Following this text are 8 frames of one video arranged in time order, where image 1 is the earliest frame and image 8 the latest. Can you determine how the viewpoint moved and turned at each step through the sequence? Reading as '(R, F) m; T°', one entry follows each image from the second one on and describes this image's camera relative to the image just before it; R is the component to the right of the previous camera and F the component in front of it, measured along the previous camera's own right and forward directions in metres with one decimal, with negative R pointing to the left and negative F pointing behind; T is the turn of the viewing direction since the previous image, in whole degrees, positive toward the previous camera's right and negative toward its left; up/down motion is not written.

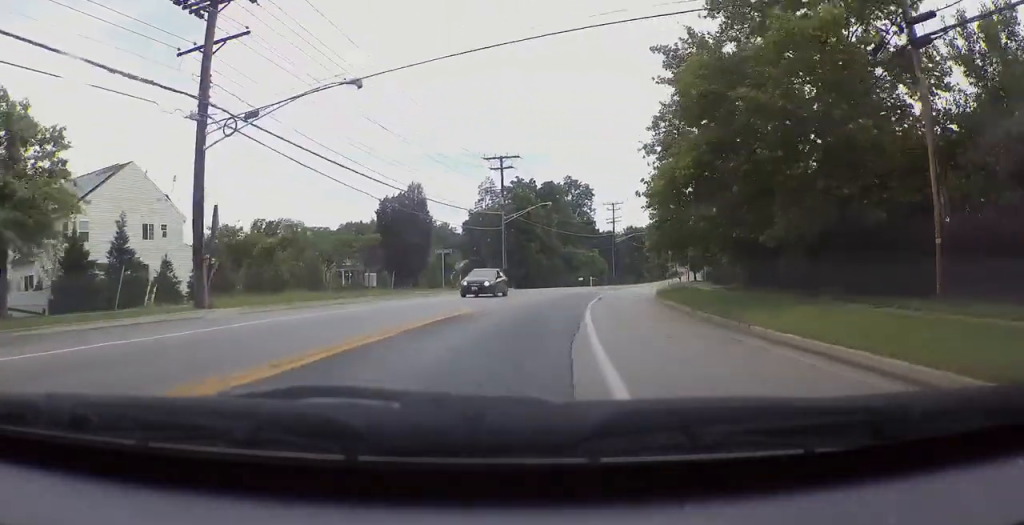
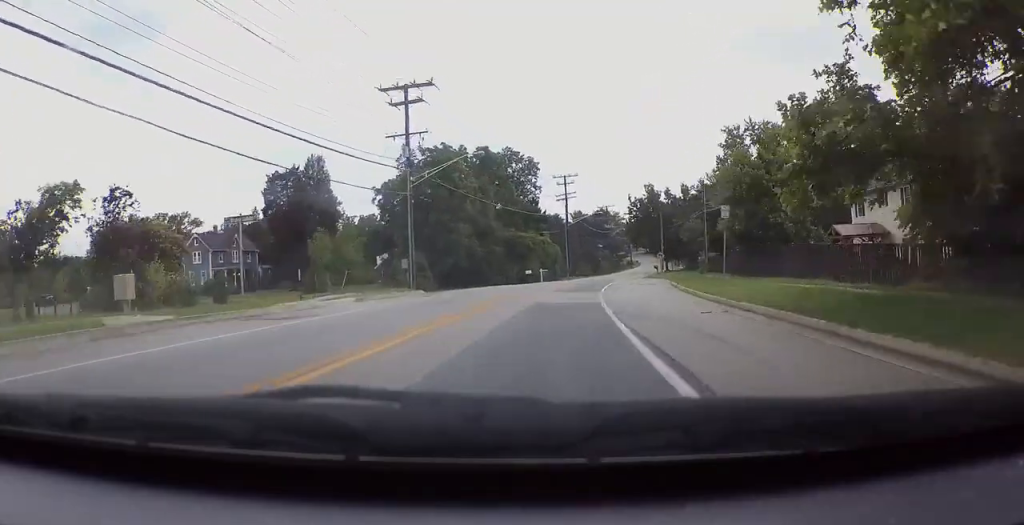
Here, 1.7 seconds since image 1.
(0.0, +22.8) m; 0°
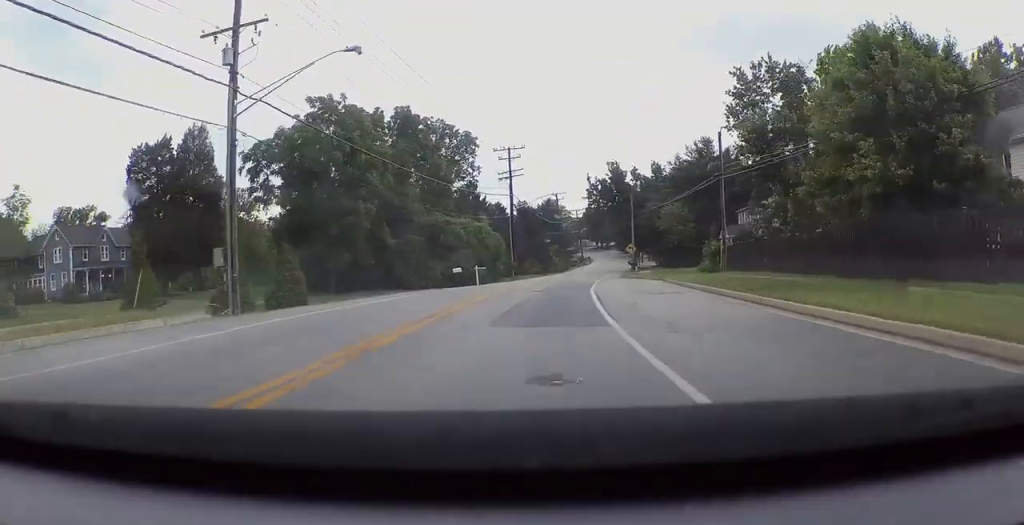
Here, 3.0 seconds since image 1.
(0.0, +19.8) m; 0°
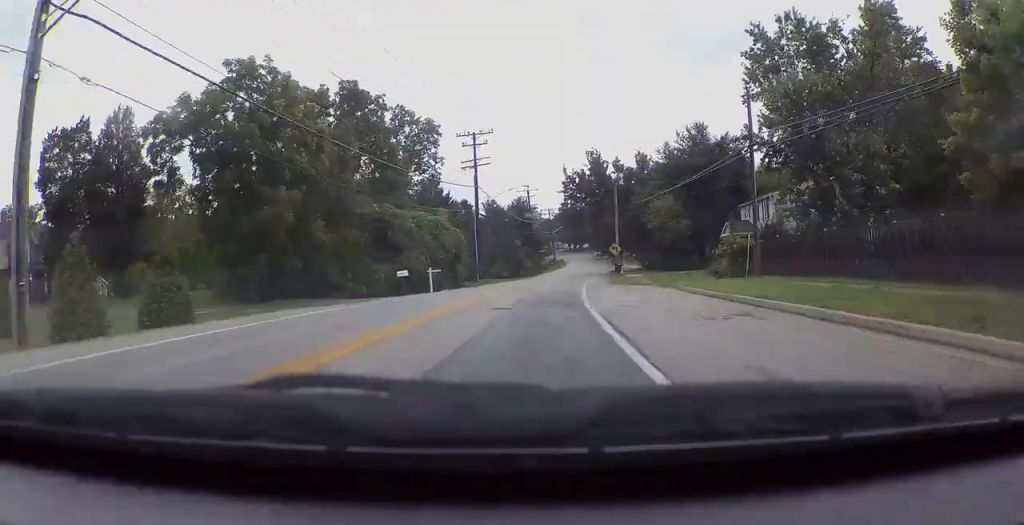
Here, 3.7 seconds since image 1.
(0.0, +10.0) m; 0°
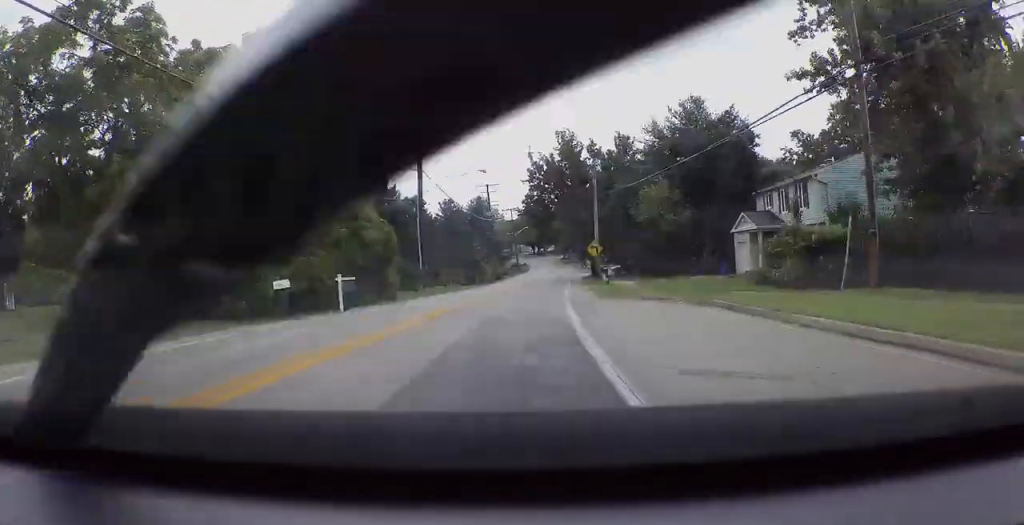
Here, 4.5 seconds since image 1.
(0.0, +13.0) m; 0°
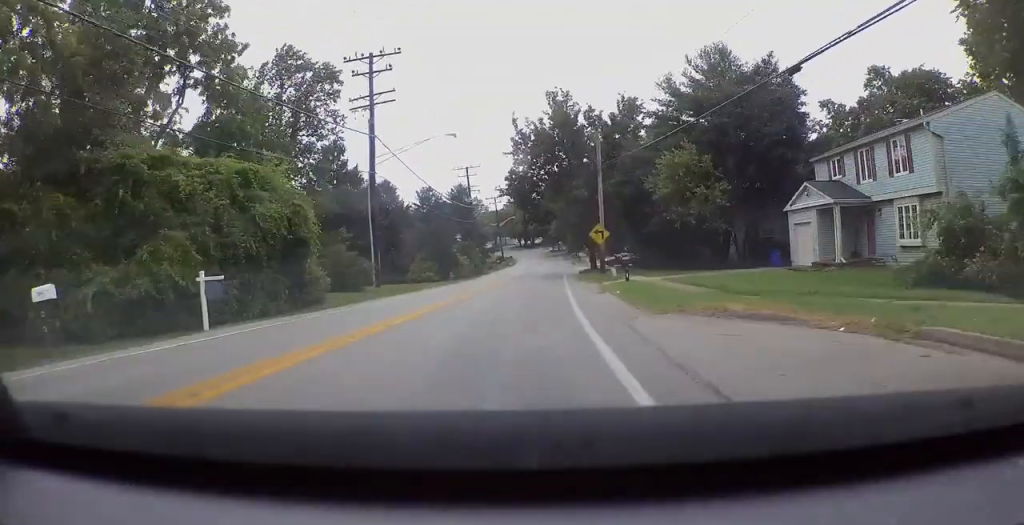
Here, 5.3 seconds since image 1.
(0.0, +12.0) m; 0°
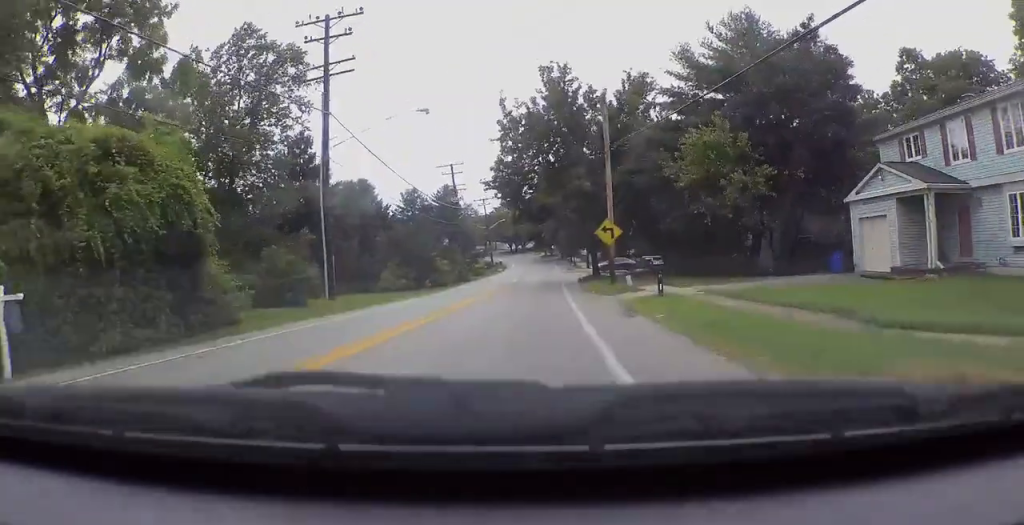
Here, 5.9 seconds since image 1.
(0.0, +8.0) m; 0°
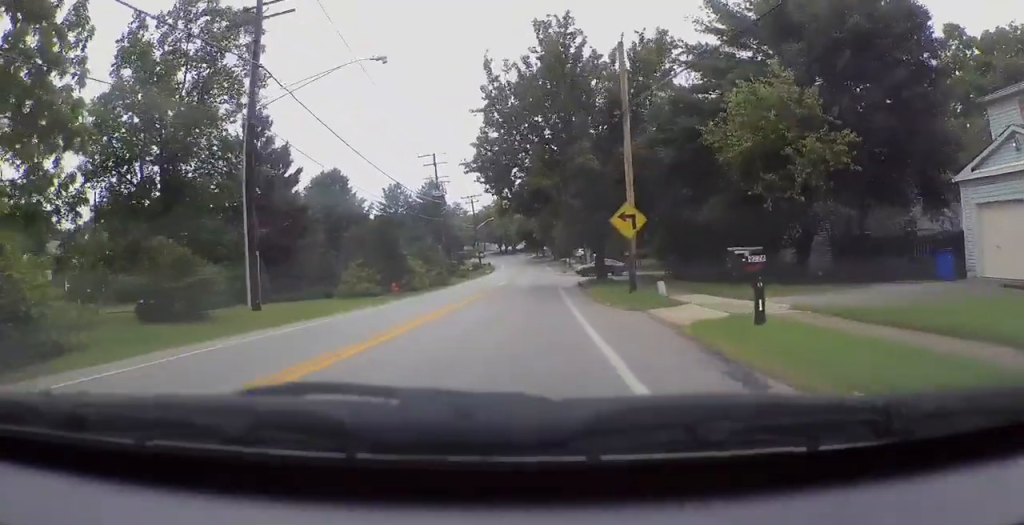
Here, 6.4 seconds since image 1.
(0.0, +8.5) m; 0°
